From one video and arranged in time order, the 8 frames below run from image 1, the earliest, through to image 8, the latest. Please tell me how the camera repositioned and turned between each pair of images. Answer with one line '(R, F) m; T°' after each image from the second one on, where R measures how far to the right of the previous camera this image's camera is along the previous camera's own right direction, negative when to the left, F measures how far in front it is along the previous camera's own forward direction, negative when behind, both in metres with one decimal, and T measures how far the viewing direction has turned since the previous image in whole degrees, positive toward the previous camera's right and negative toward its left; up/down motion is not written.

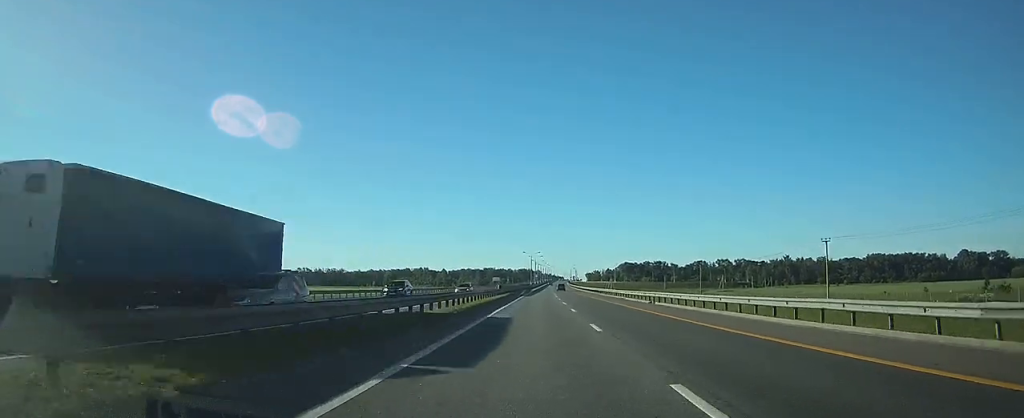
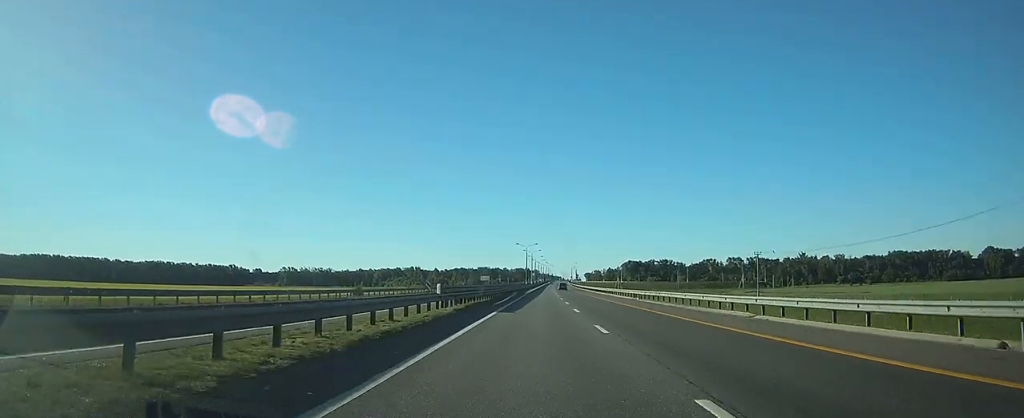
(0.0, +36.8) m; 0°
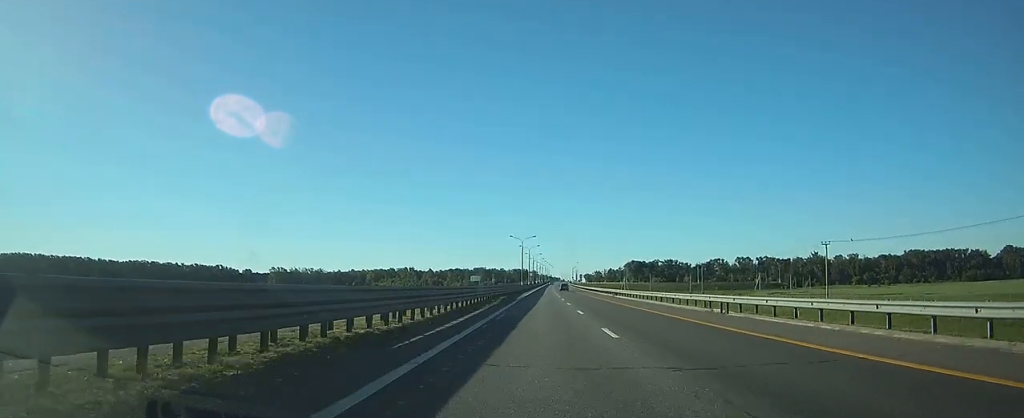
(0.0, +24.8) m; 0°
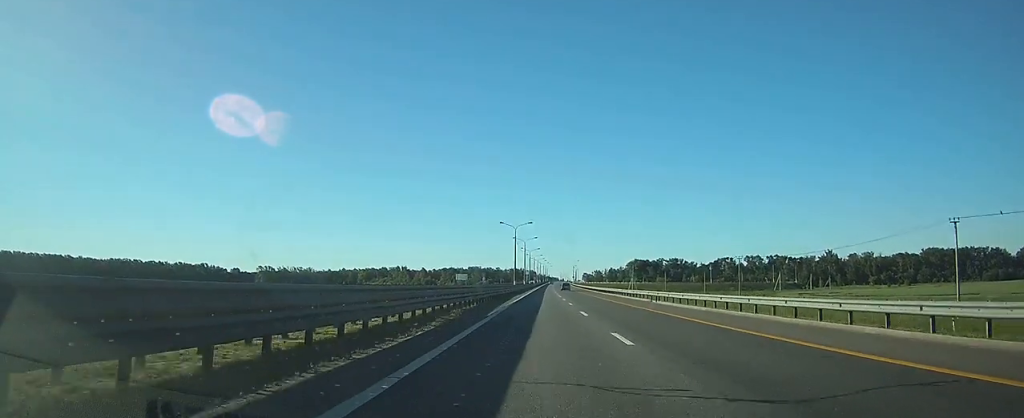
(+0.1, +25.8) m; 0°
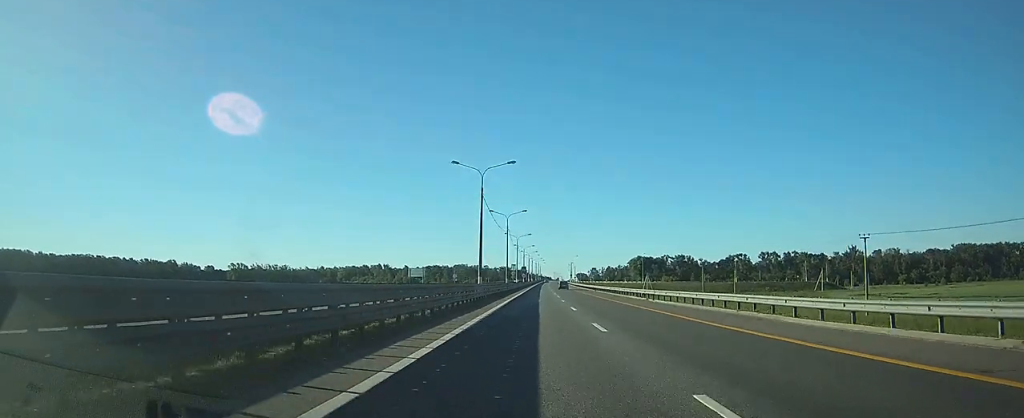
(+0.2, +44.7) m; +1°
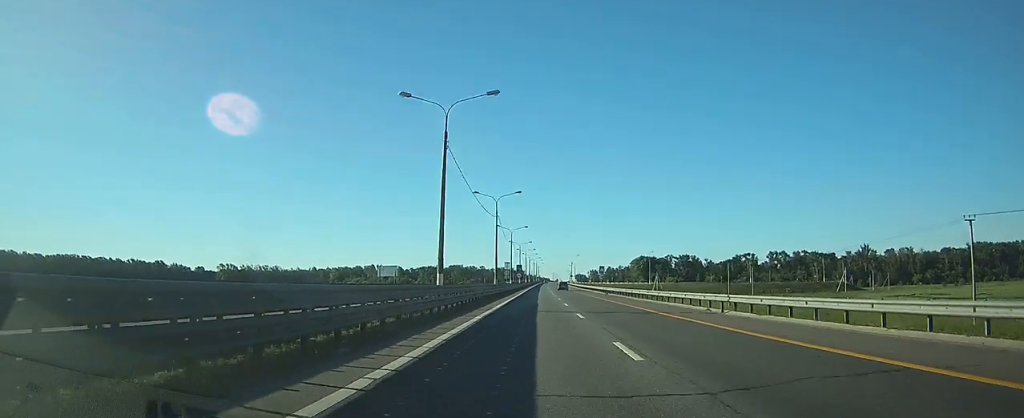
(0.0, +17.9) m; 0°
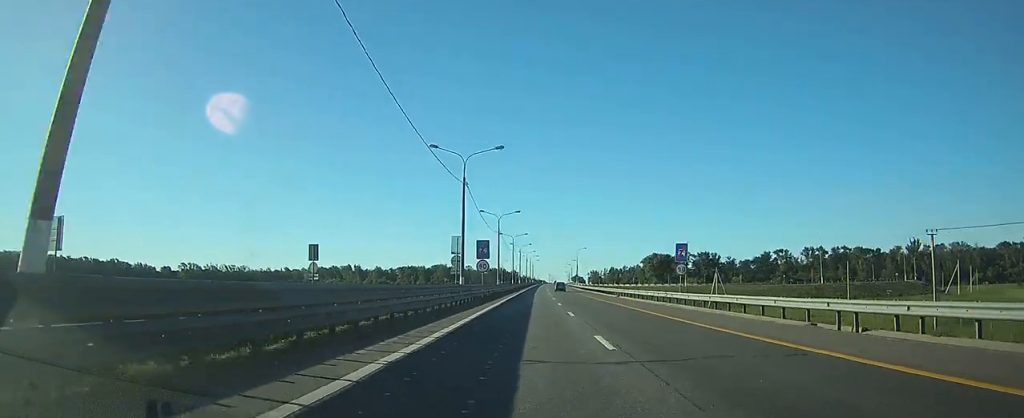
(+0.5, +58.7) m; +1°
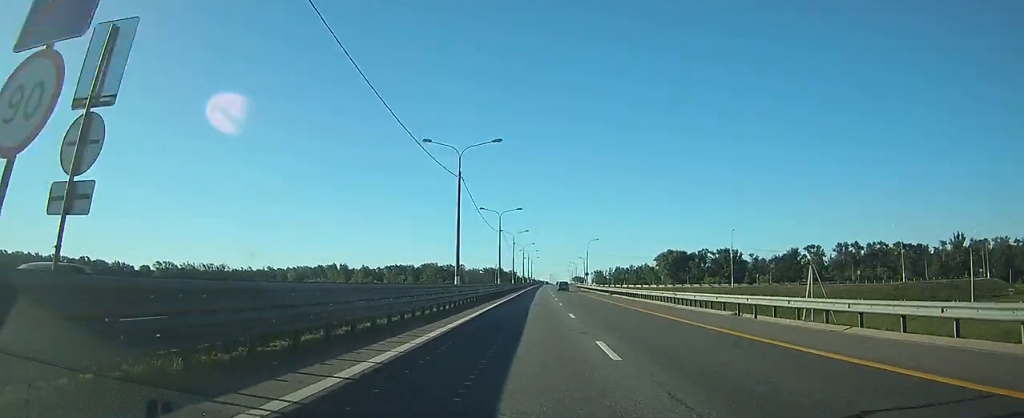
(+0.1, +37.9) m; 0°
